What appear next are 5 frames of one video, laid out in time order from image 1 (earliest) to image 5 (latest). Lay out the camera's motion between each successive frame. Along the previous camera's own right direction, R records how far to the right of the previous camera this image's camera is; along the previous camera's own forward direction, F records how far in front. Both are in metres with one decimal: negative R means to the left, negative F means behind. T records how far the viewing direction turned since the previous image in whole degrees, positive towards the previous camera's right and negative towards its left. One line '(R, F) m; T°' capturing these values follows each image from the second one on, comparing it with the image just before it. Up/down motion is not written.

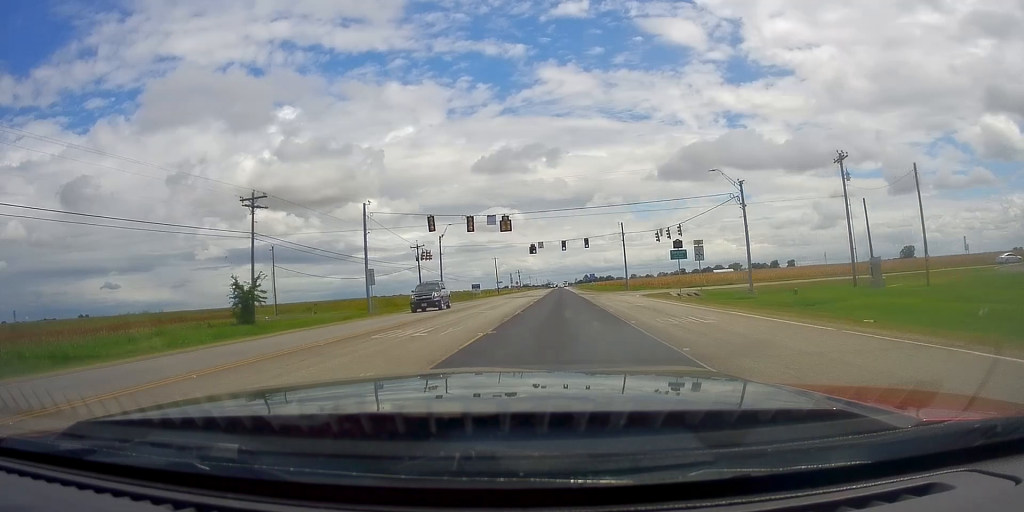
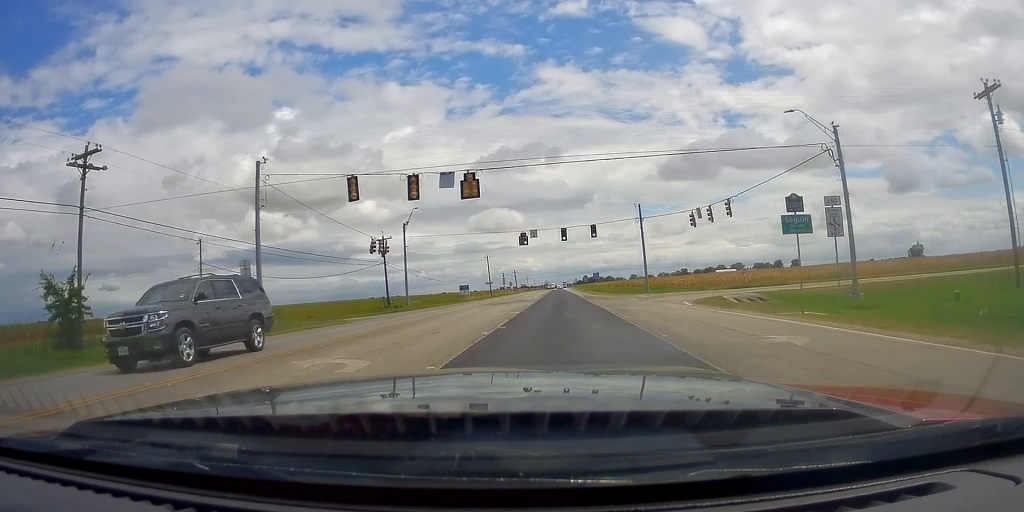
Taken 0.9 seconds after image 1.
(0.0, +19.2) m; 0°
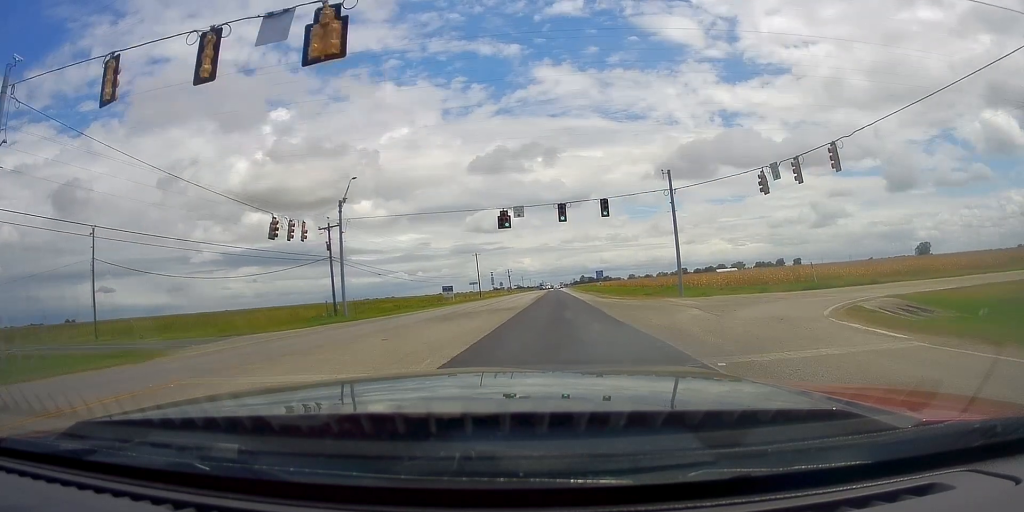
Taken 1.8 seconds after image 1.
(0.0, +18.8) m; 0°
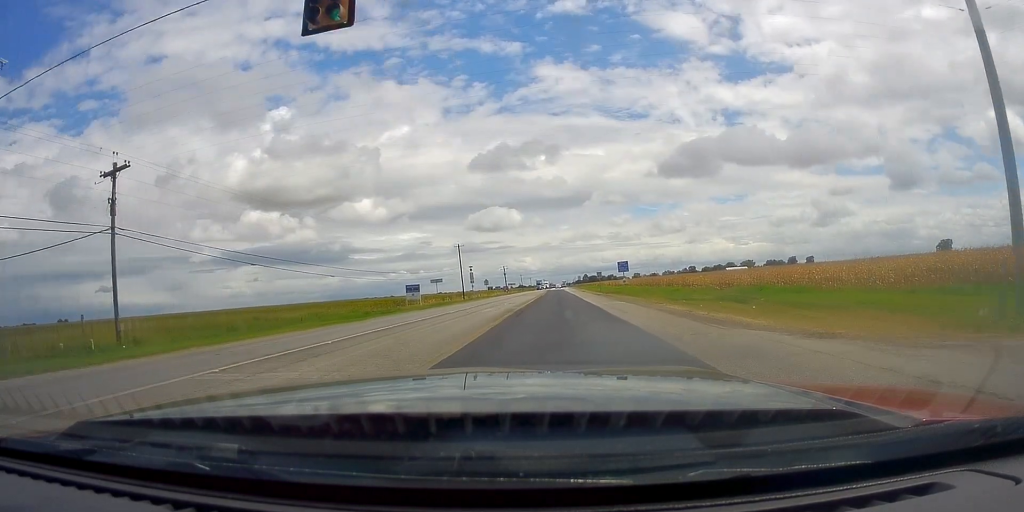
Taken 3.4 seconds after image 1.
(0.0, +34.4) m; 0°
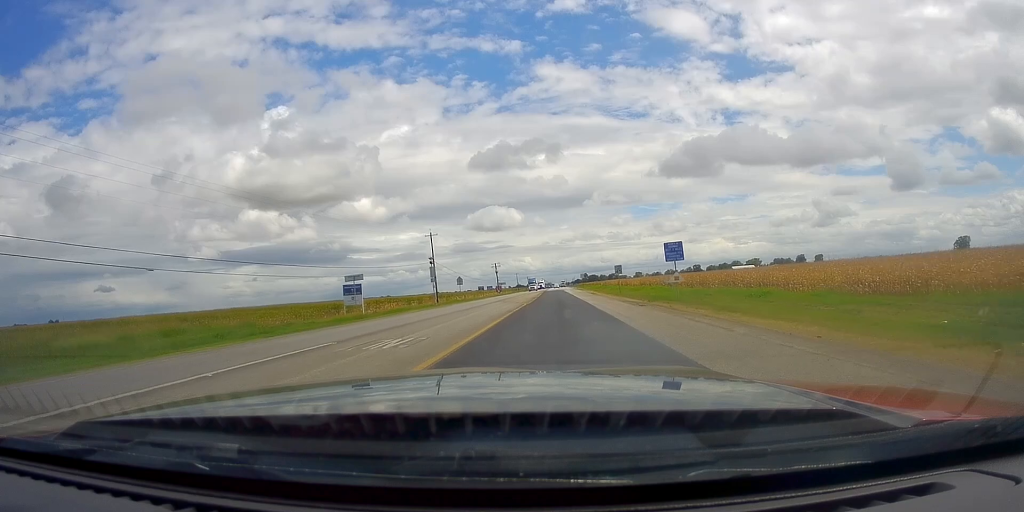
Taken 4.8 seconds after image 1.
(0.0, +30.1) m; 0°
